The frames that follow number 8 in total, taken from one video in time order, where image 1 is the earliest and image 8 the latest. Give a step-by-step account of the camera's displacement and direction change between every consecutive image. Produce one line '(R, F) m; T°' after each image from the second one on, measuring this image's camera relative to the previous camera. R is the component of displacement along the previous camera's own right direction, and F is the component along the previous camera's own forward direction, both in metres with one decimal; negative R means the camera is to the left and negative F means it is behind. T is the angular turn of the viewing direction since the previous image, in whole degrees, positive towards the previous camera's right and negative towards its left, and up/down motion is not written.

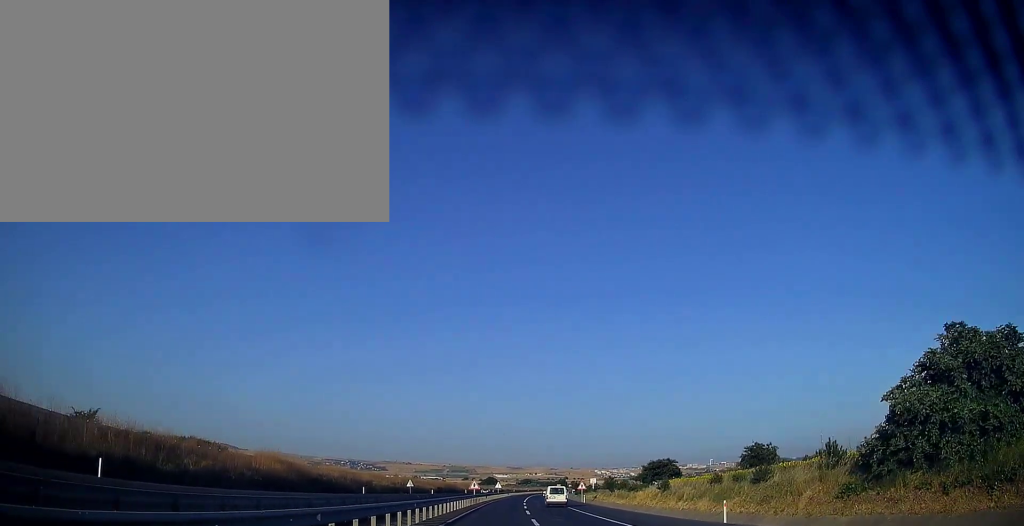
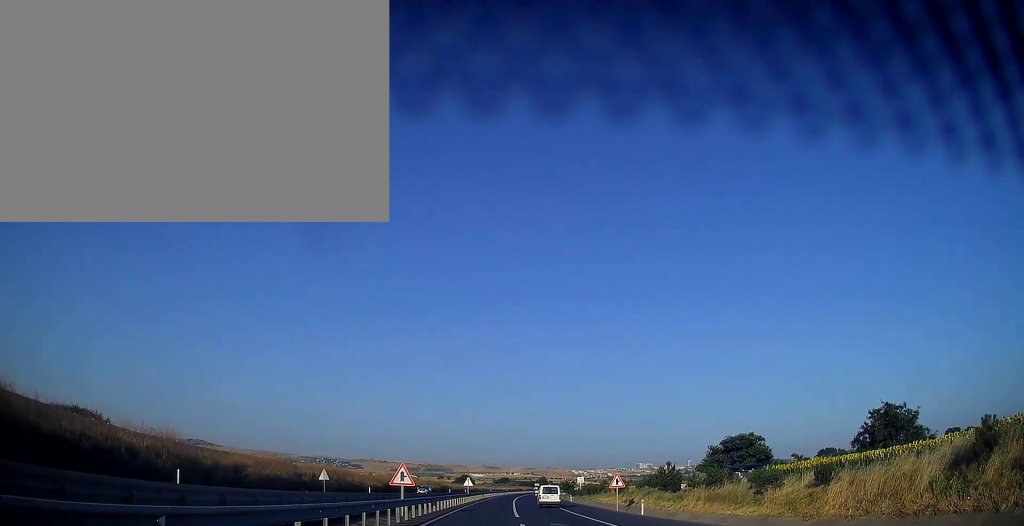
(+0.3, +40.6) m; +1°
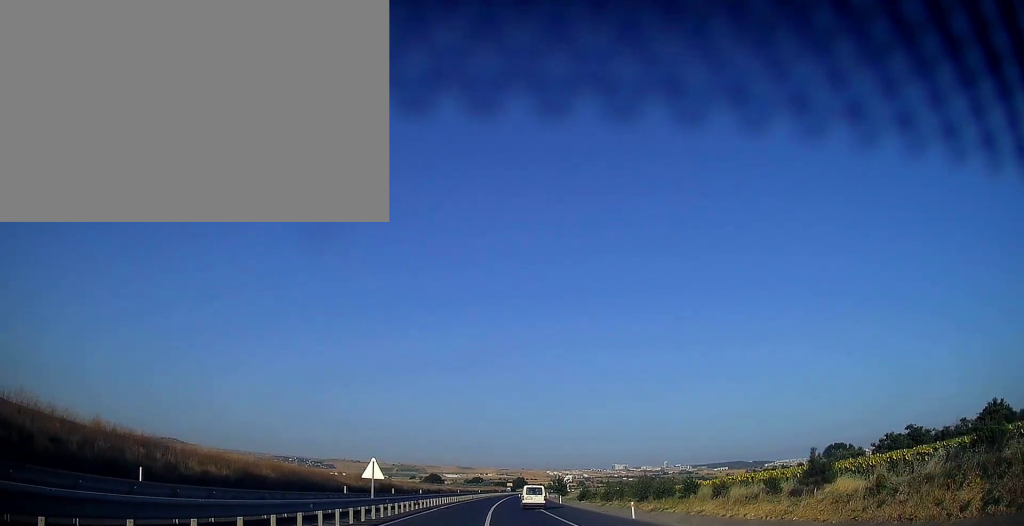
(+1.2, +50.0) m; +3°
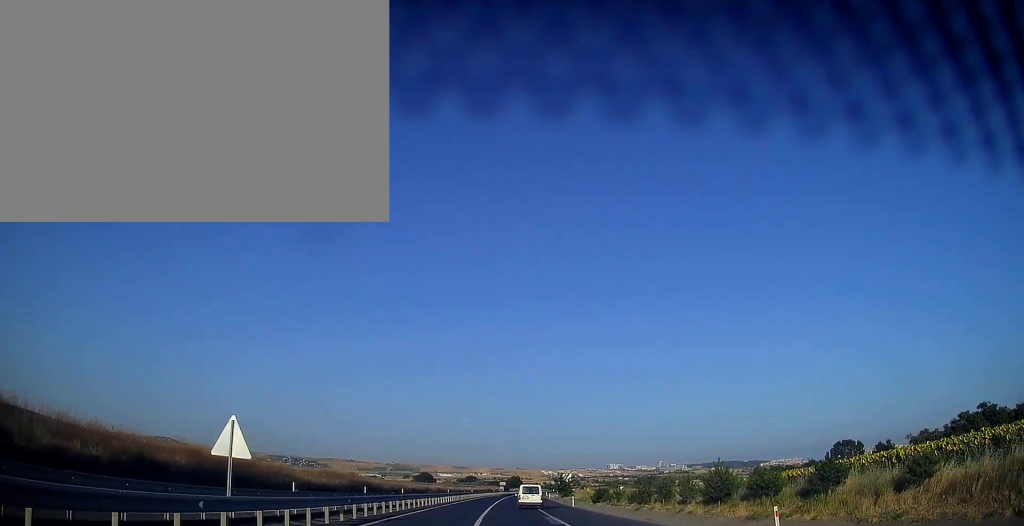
(+0.2, +16.7) m; 0°
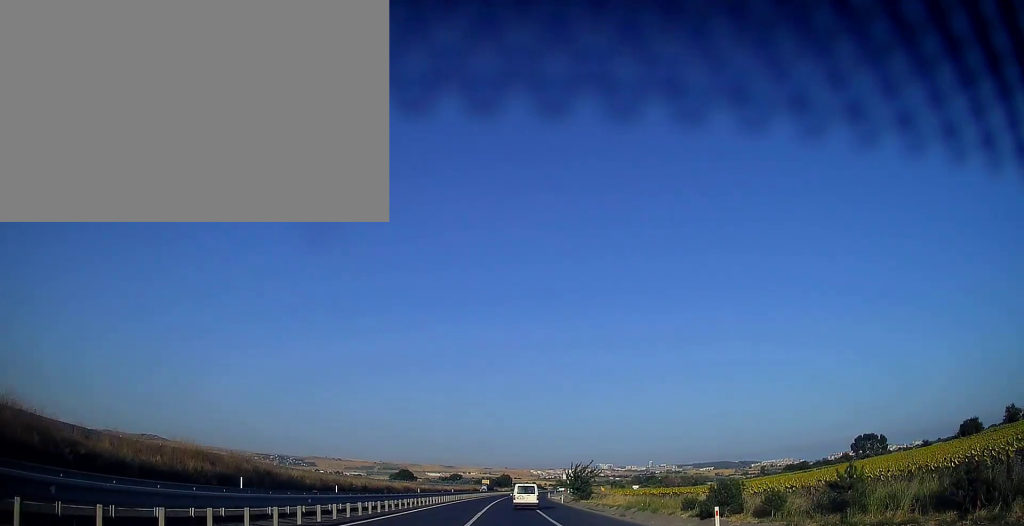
(+0.1, +40.7) m; +1°
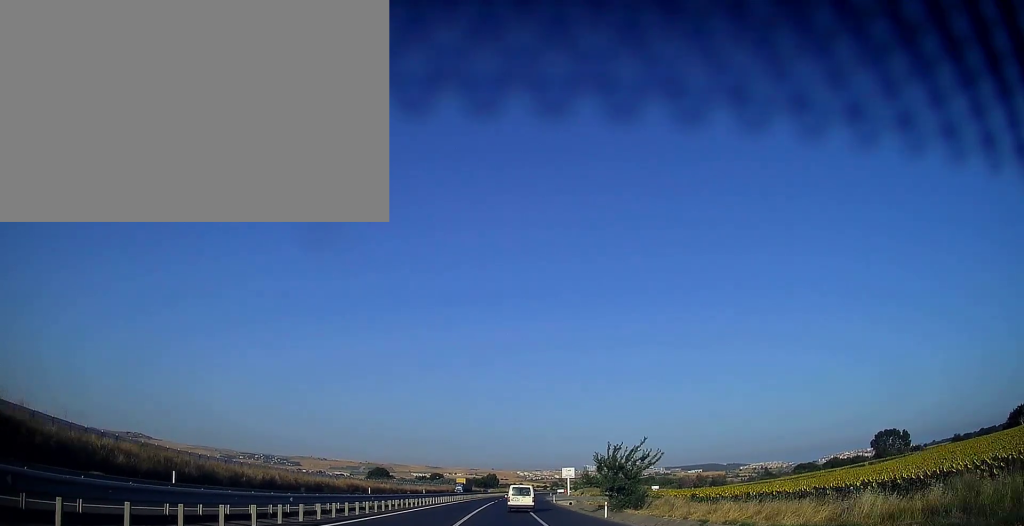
(+0.6, +35.5) m; +2°
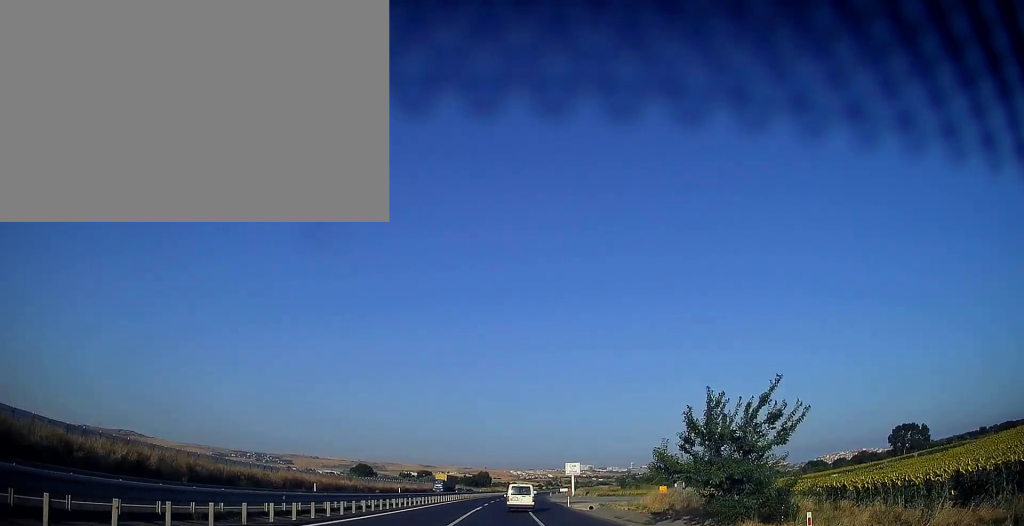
(+0.3, +24.1) m; +1°
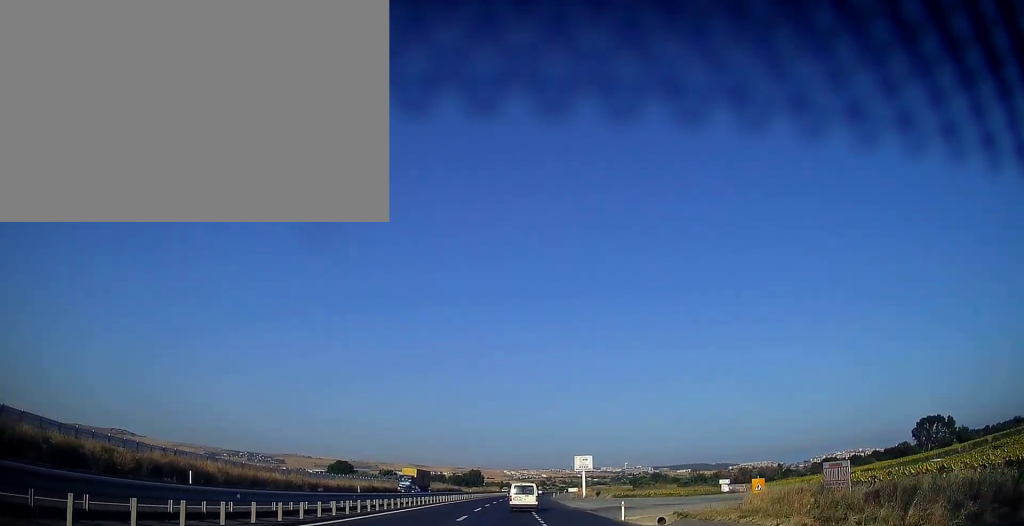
(+0.1, +27.2) m; 0°
